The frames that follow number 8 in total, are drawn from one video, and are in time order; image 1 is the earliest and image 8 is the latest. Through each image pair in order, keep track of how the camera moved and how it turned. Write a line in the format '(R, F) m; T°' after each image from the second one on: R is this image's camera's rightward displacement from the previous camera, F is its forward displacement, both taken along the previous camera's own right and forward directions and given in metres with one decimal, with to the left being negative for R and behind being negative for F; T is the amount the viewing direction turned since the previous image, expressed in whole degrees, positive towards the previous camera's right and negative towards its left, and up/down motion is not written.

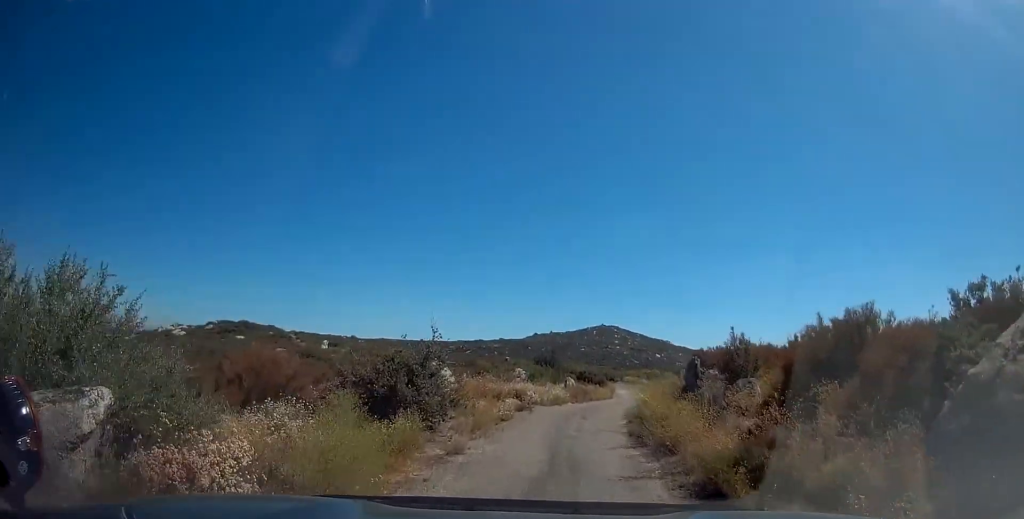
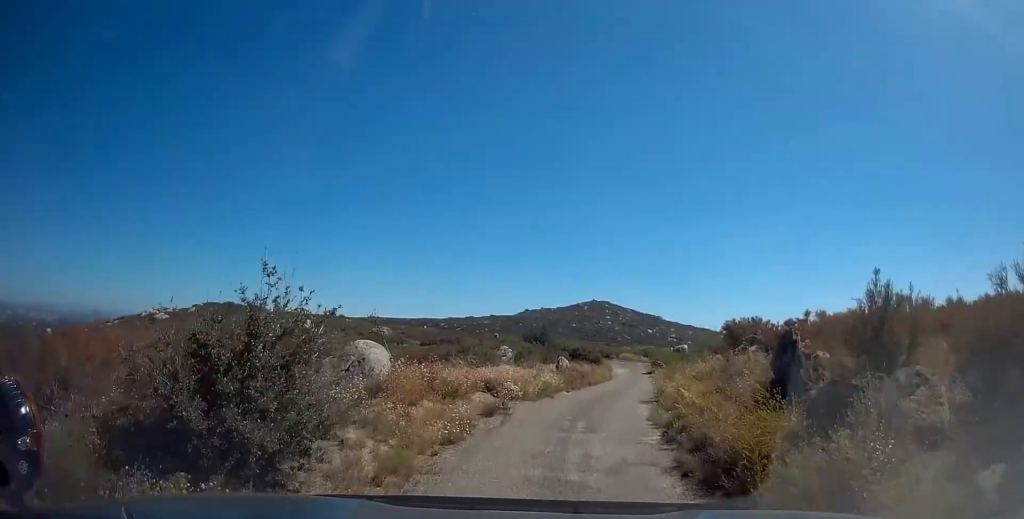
(+0.1, +6.5) m; -3°
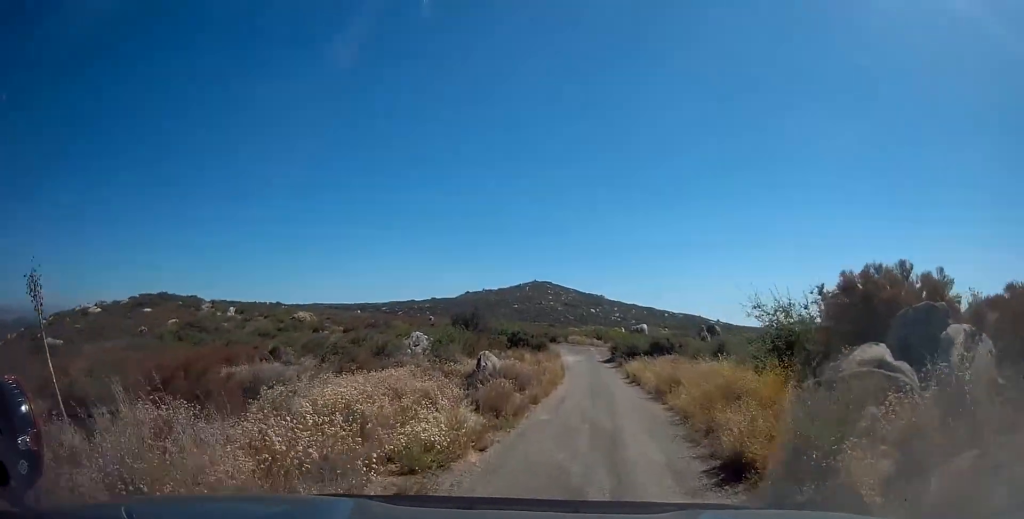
(-0.2, +12.7) m; +5°
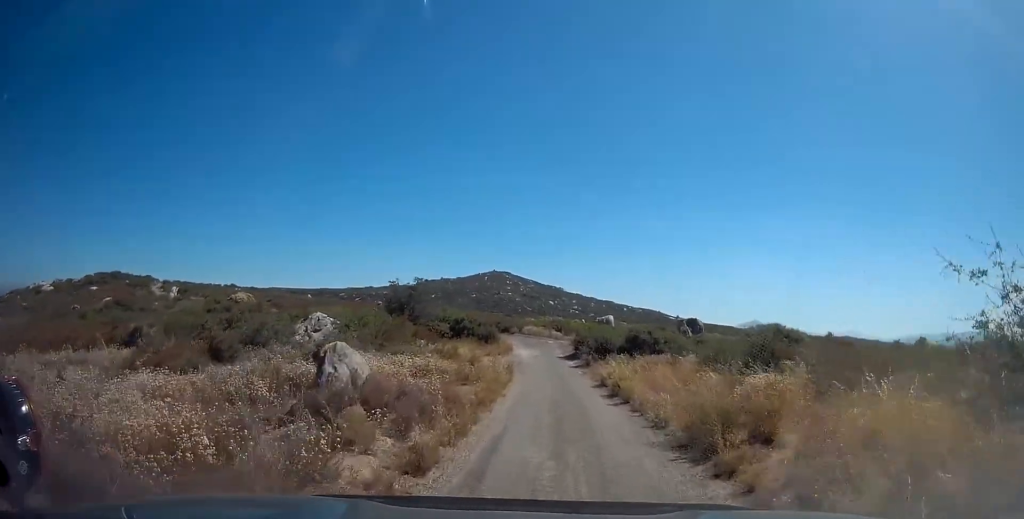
(+0.6, +9.5) m; +3°
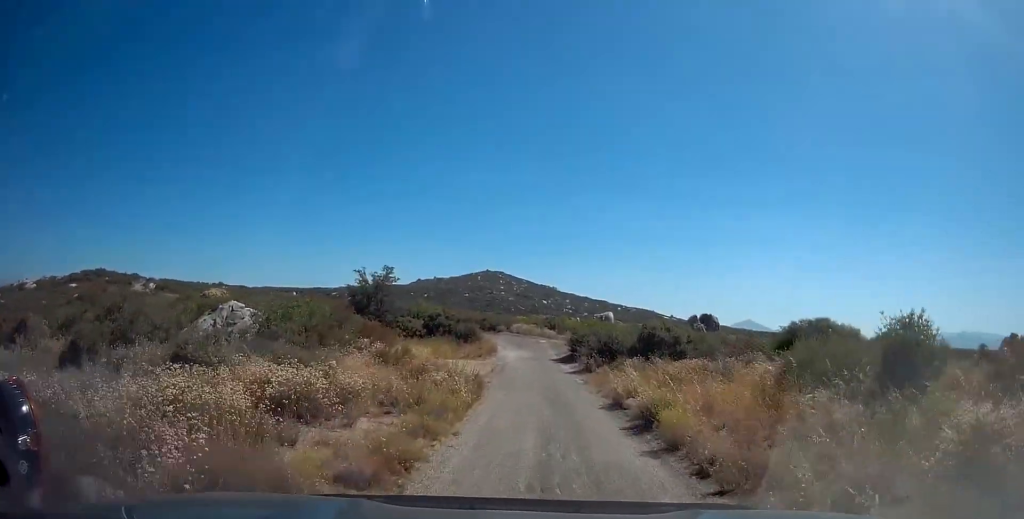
(-0.2, +7.3) m; +1°
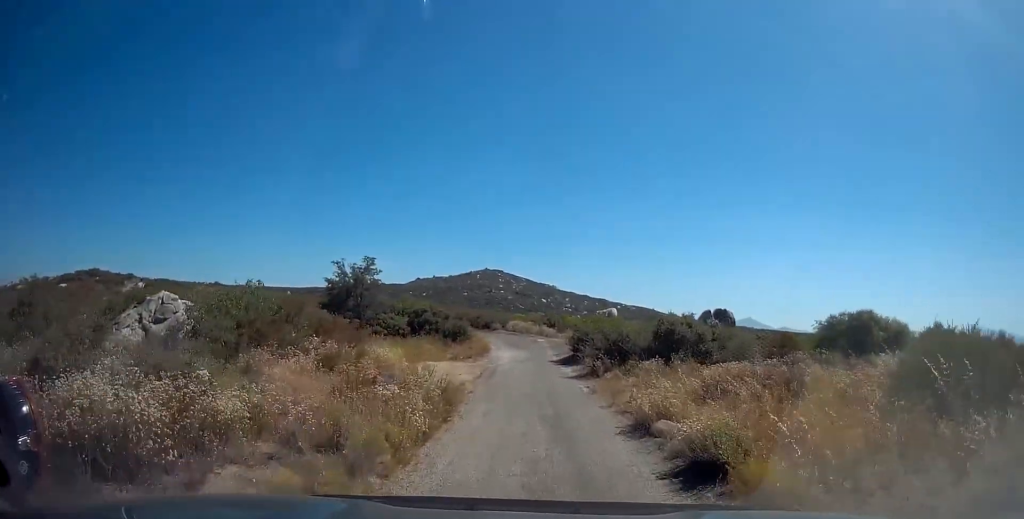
(+0.3, +4.2) m; +2°
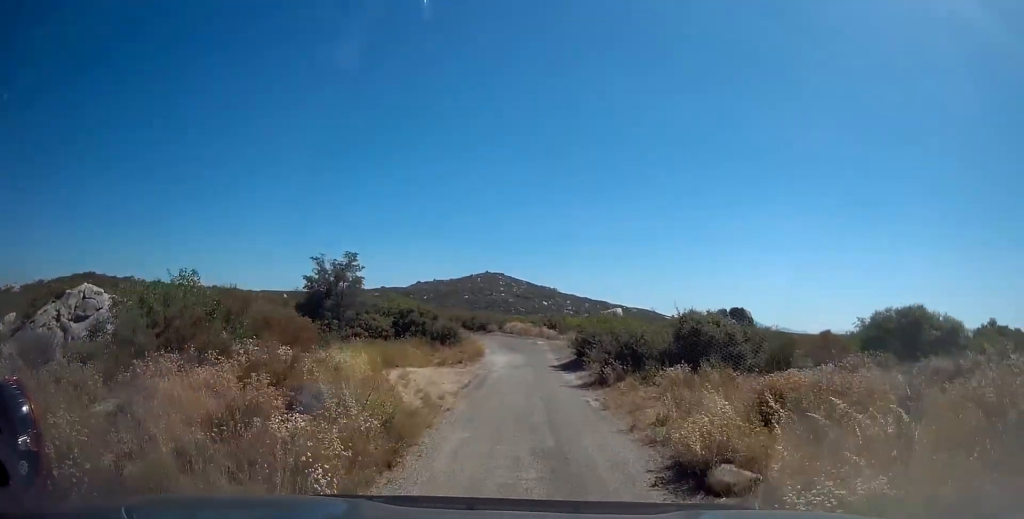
(+0.1, +3.6) m; +1°
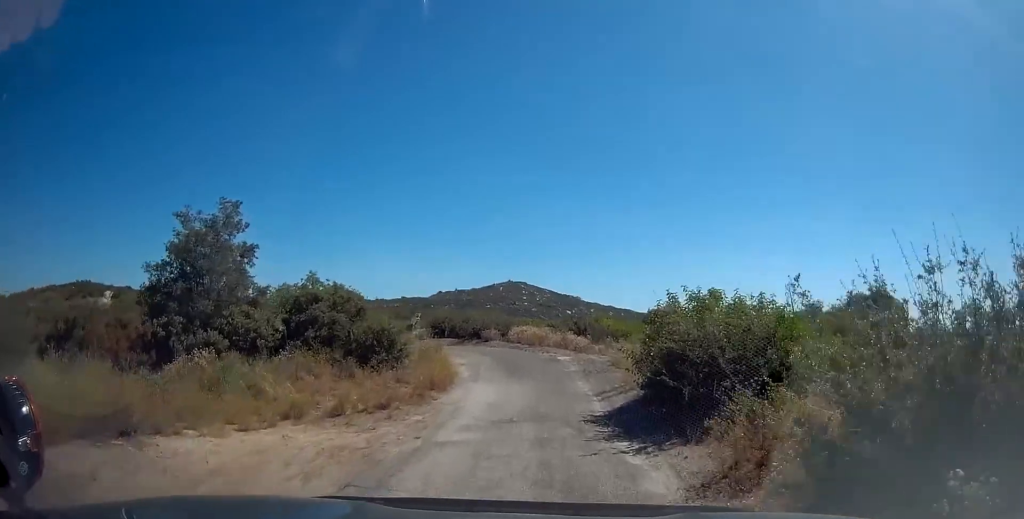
(-0.1, +15.2) m; -1°
